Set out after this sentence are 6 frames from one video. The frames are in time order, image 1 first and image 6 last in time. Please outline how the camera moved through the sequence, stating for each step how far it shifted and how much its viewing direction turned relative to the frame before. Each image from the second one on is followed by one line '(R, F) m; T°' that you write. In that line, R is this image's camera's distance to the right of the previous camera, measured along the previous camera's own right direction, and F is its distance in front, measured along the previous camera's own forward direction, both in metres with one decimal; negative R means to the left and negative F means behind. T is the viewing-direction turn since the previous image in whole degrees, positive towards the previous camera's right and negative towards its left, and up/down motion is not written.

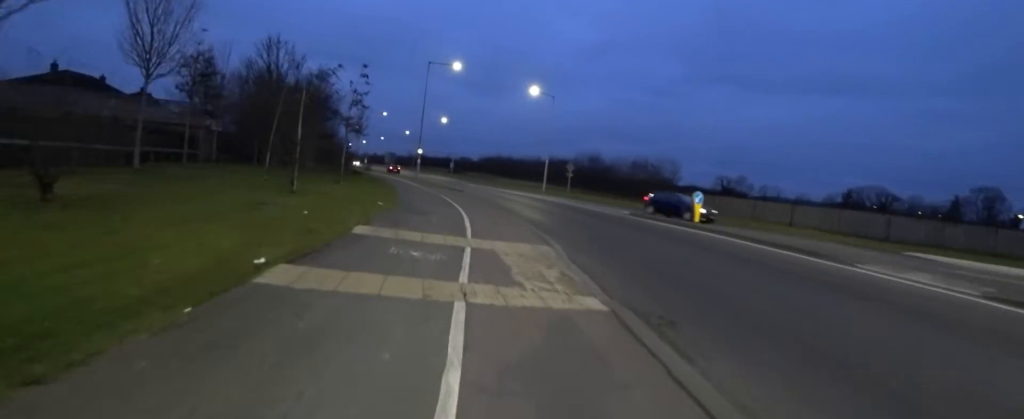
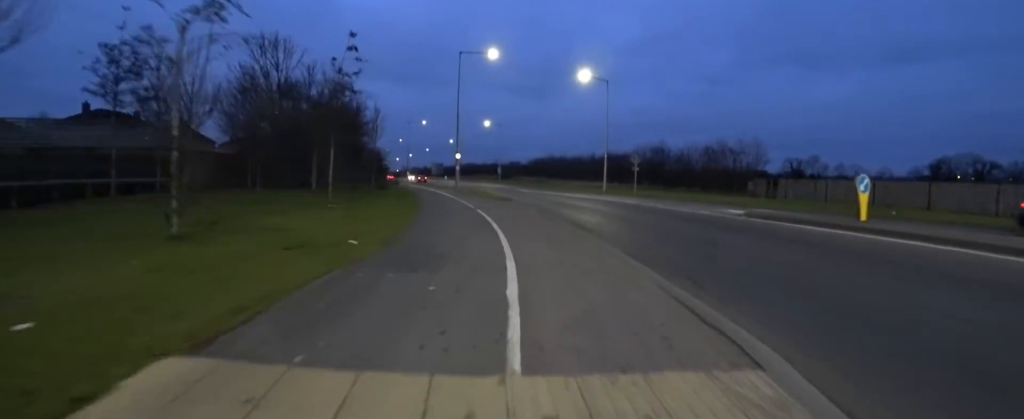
(+0.8, +5.5) m; -1°
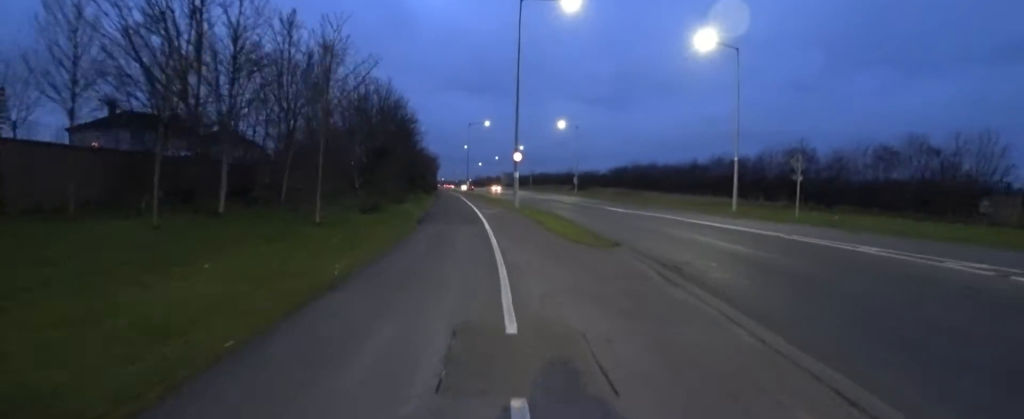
(-3.2, +11.3) m; -21°
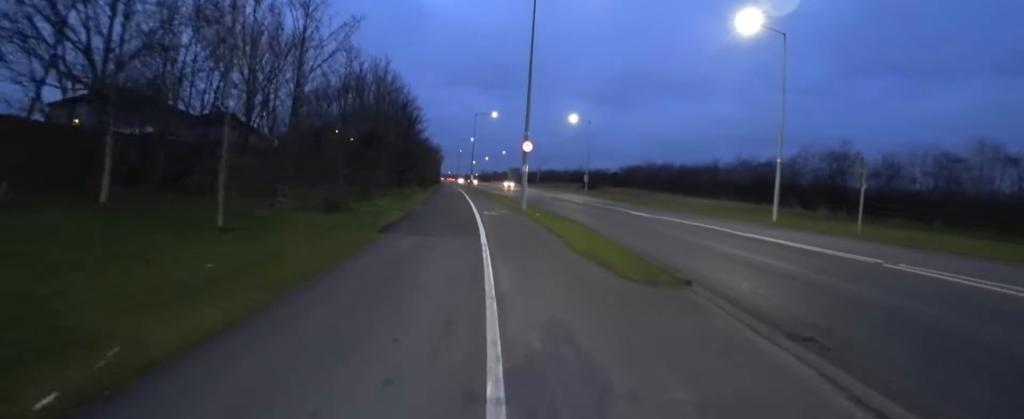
(-0.1, +3.6) m; +2°
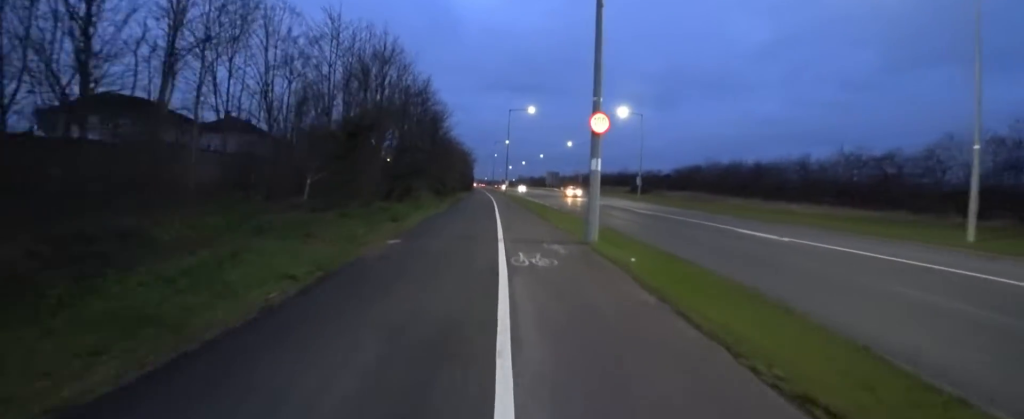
(+0.9, +7.9) m; -3°
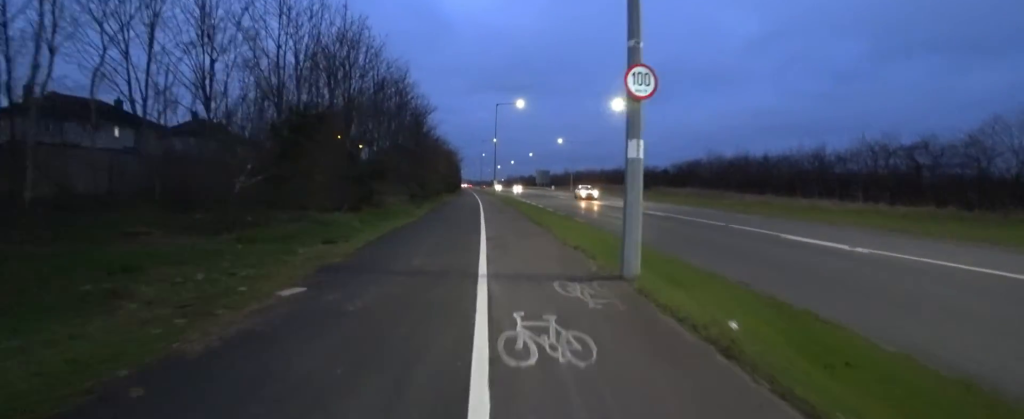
(-0.6, +3.4) m; -1°
